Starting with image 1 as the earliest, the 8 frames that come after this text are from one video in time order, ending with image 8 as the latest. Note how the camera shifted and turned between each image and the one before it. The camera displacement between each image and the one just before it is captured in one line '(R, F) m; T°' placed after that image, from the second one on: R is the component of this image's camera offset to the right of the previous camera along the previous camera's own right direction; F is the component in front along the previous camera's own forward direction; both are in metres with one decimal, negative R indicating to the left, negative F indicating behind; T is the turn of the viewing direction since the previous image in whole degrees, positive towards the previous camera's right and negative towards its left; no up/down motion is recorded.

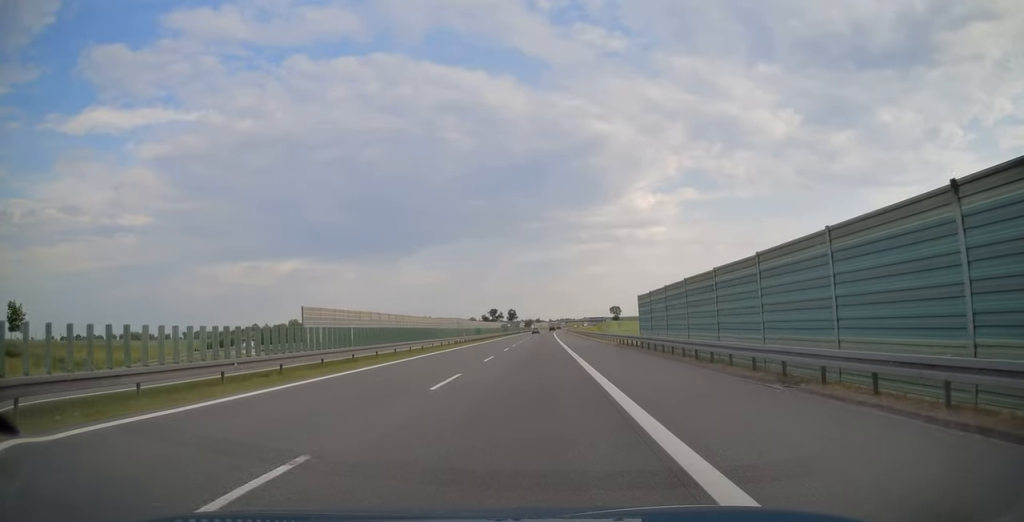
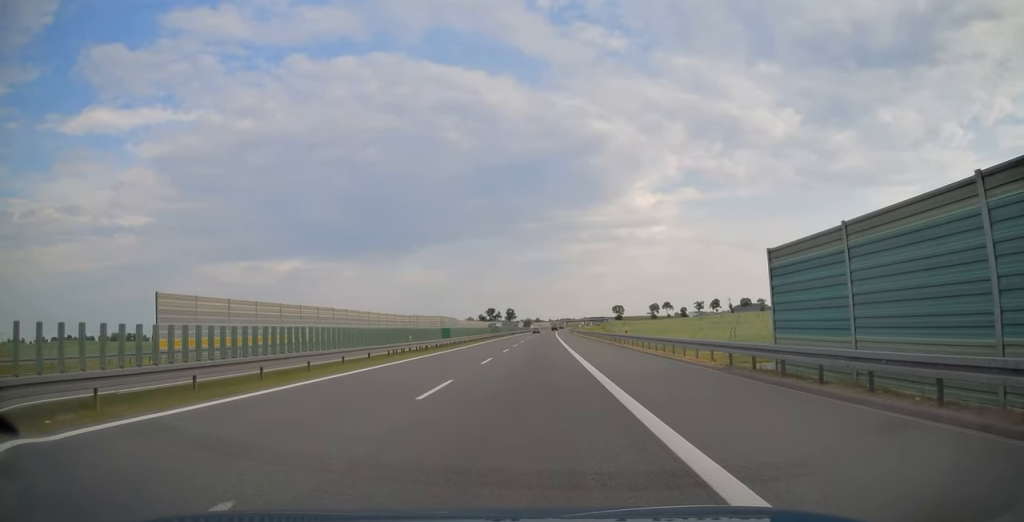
(-0.1, +25.6) m; 0°
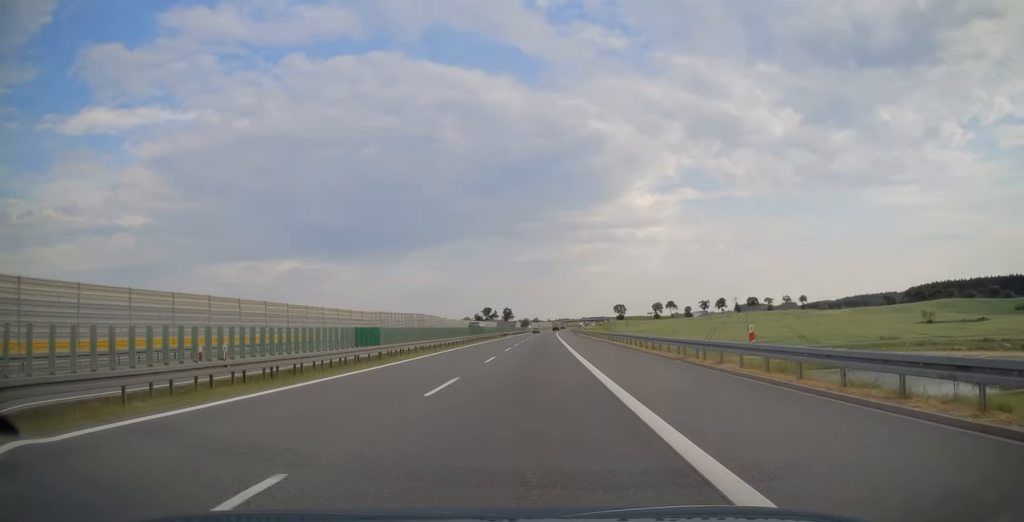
(0.0, +22.9) m; 0°
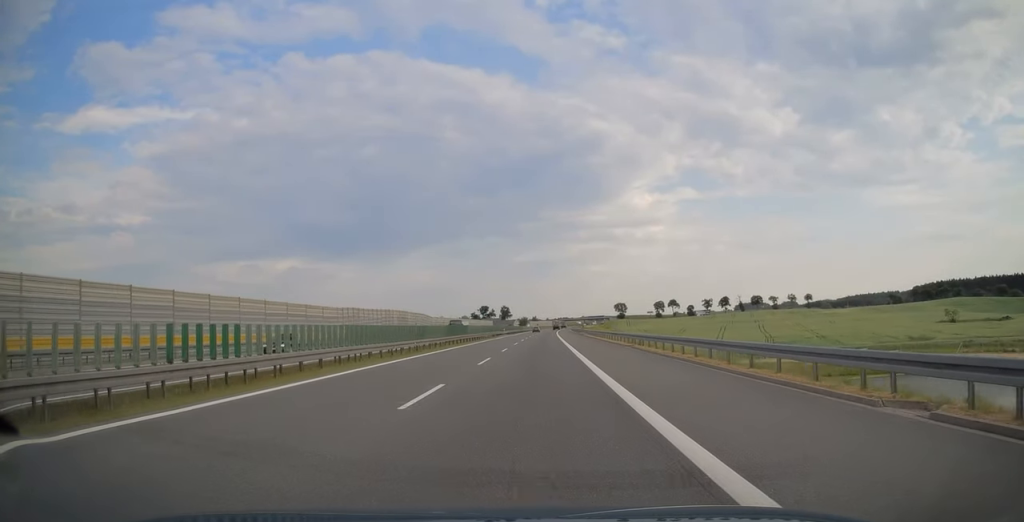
(0.0, +14.7) m; 0°
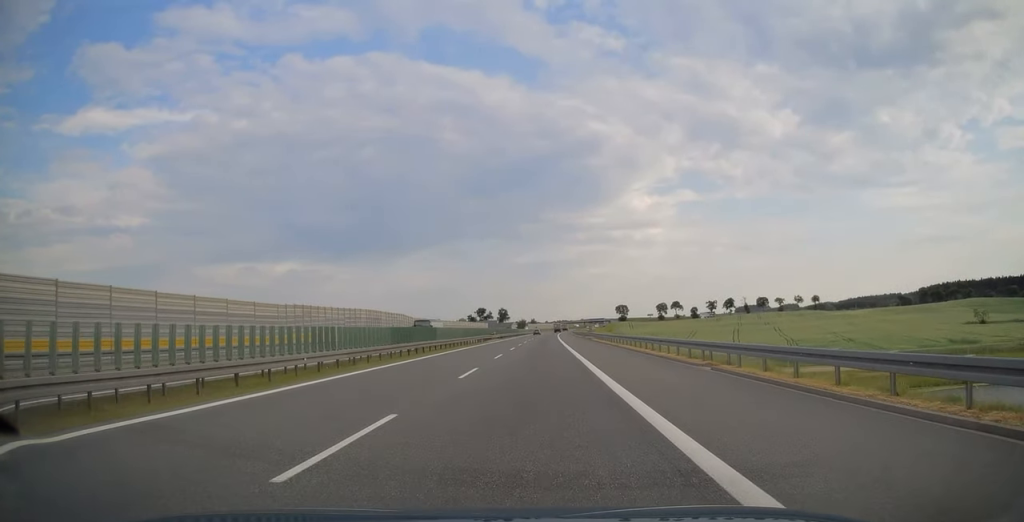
(0.0, +16.9) m; 0°
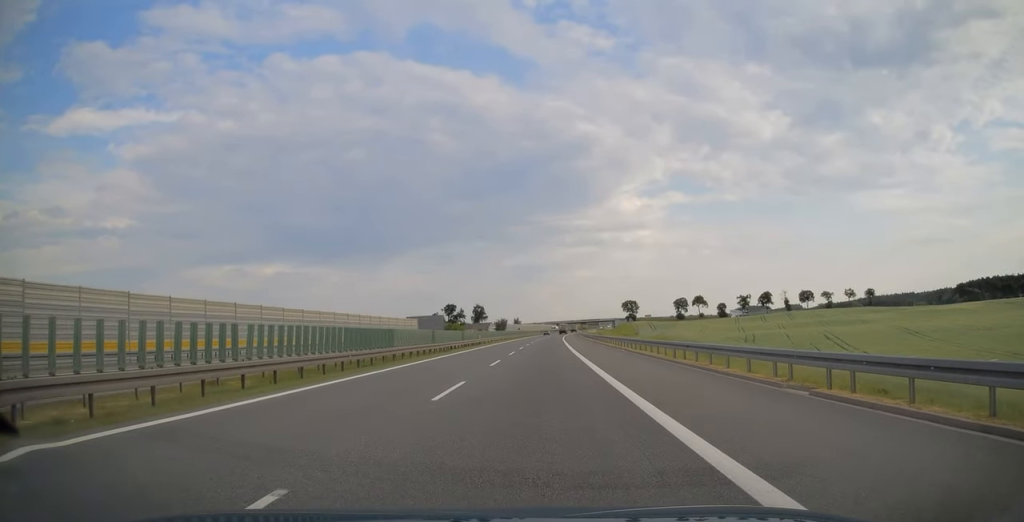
(+0.9, +112.1) m; +1°
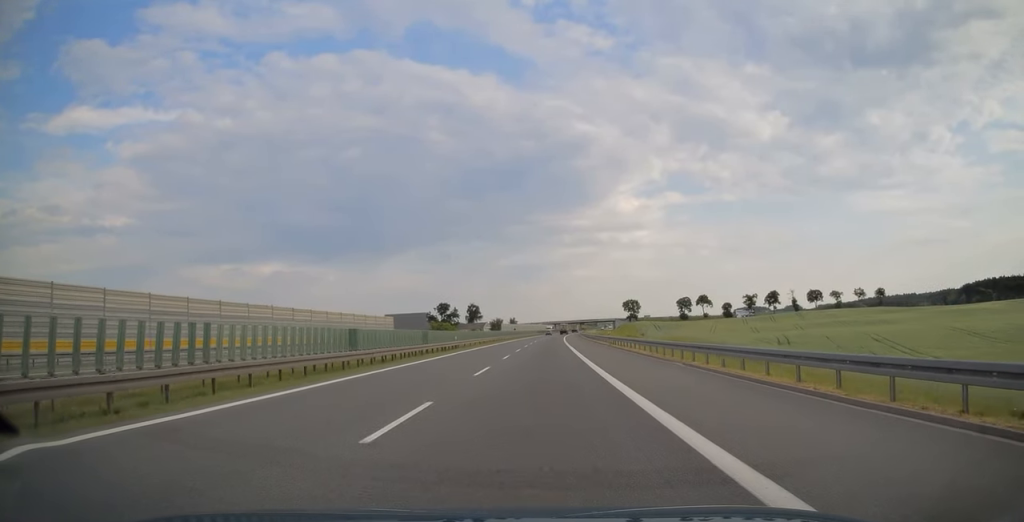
(0.0, +17.1) m; 0°
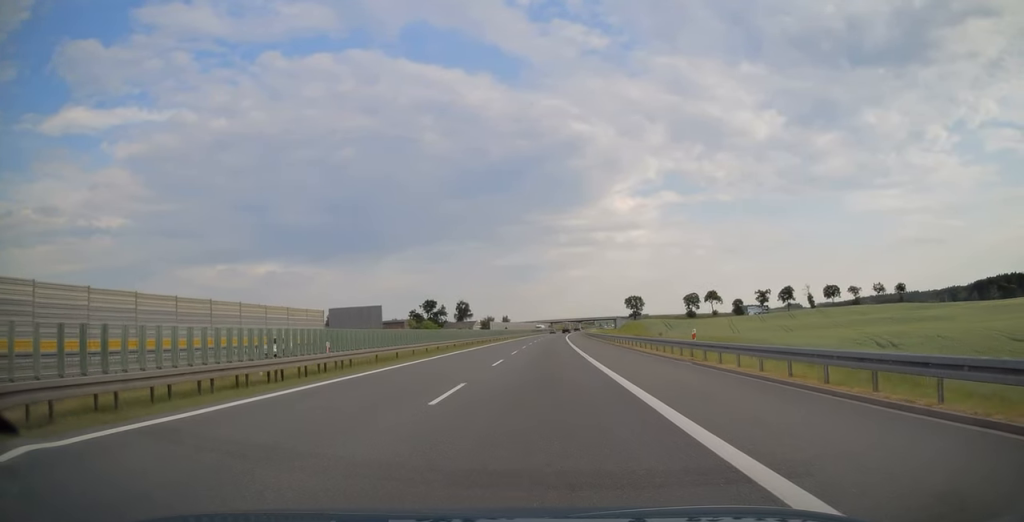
(+0.1, +30.6) m; 0°
